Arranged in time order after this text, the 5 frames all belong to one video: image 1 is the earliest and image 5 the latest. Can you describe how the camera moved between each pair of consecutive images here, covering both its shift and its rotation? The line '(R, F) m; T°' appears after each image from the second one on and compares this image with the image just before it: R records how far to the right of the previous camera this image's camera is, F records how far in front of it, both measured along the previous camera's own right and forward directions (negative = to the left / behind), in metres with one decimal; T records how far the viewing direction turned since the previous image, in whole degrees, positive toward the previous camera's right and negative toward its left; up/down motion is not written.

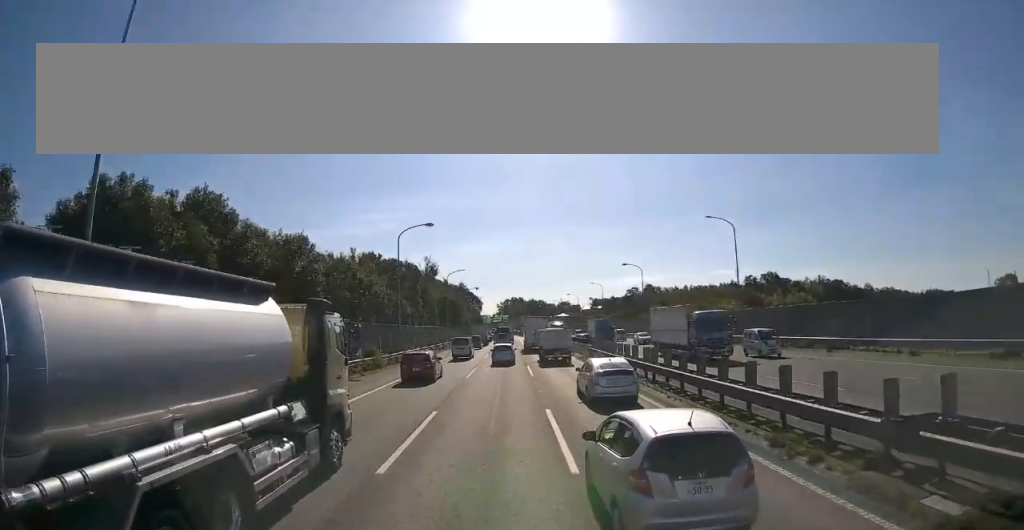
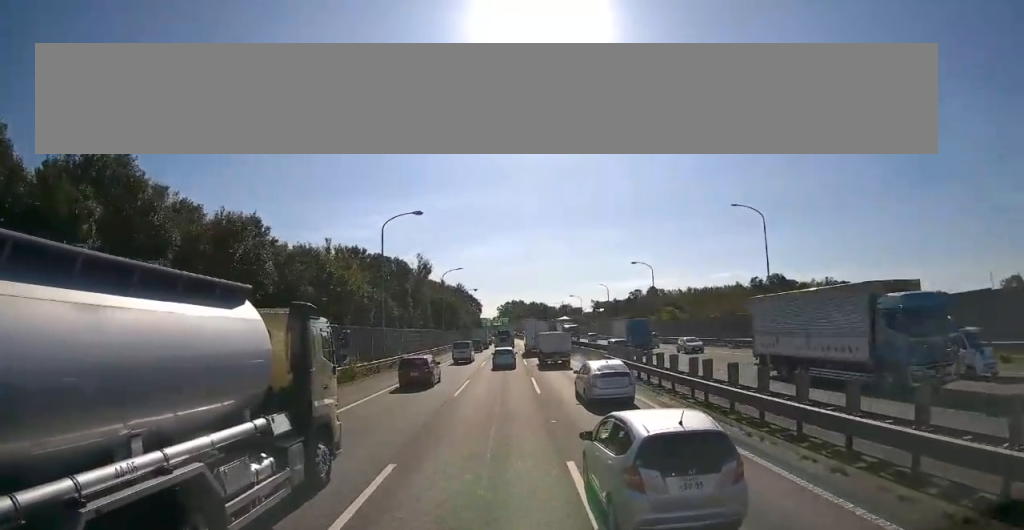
(+0.2, +6.9) m; 0°
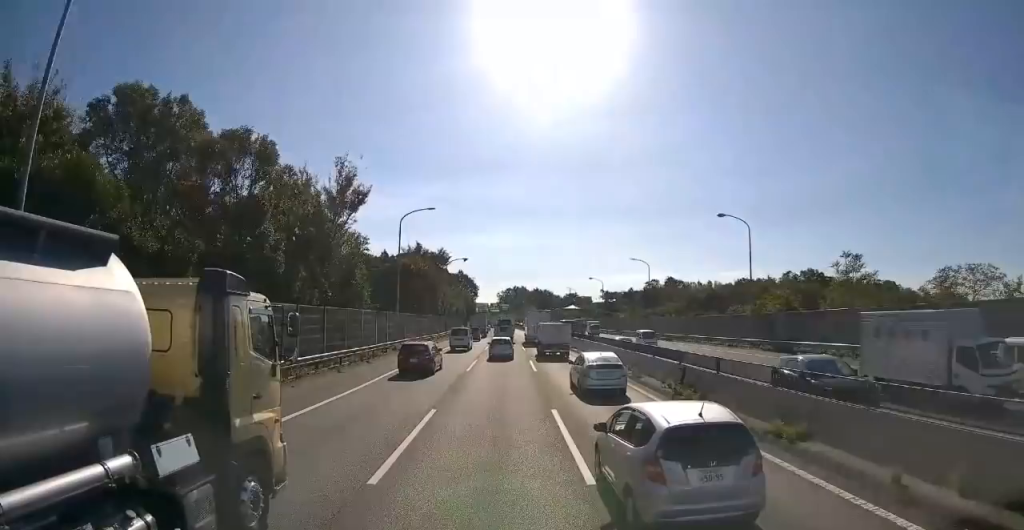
(+0.9, +34.7) m; +2°
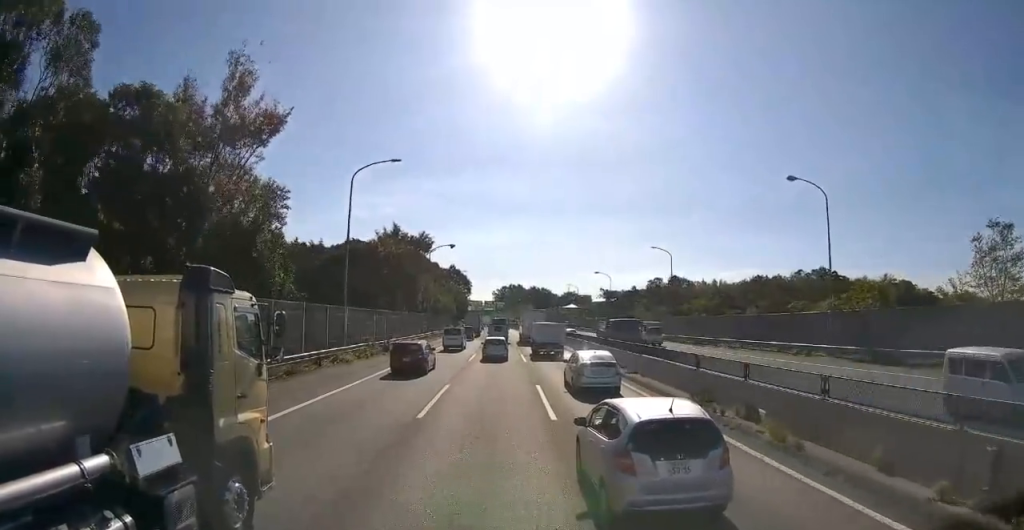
(+0.2, +14.9) m; +1°
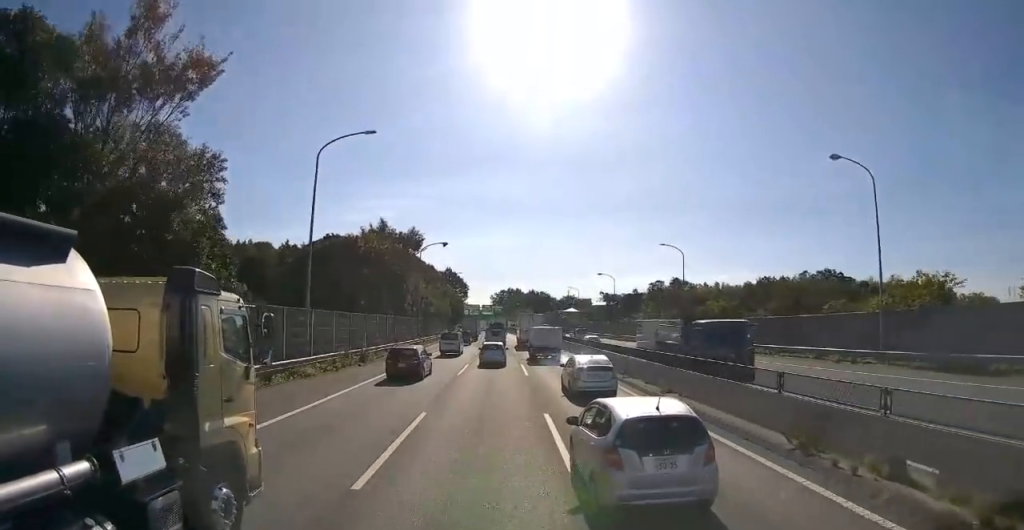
(0.0, +6.2) m; -1°
